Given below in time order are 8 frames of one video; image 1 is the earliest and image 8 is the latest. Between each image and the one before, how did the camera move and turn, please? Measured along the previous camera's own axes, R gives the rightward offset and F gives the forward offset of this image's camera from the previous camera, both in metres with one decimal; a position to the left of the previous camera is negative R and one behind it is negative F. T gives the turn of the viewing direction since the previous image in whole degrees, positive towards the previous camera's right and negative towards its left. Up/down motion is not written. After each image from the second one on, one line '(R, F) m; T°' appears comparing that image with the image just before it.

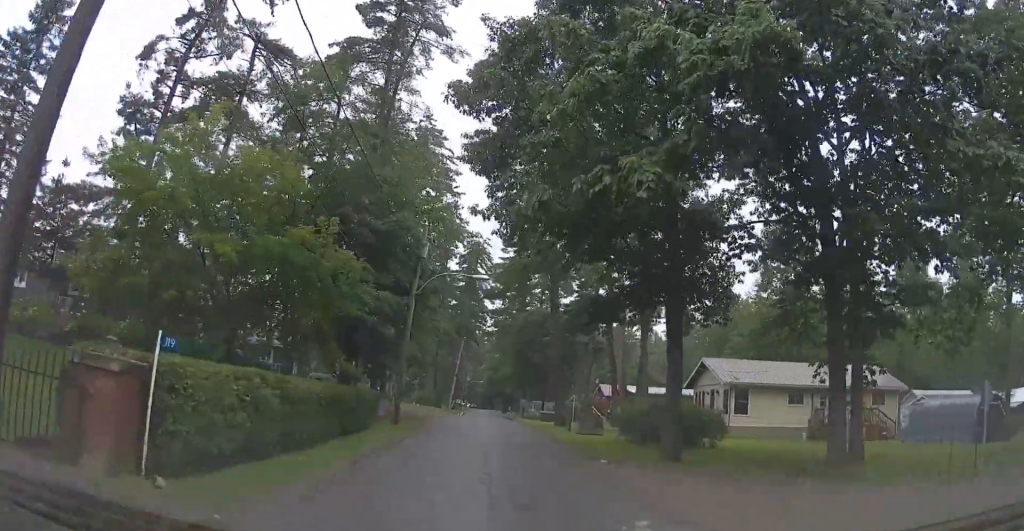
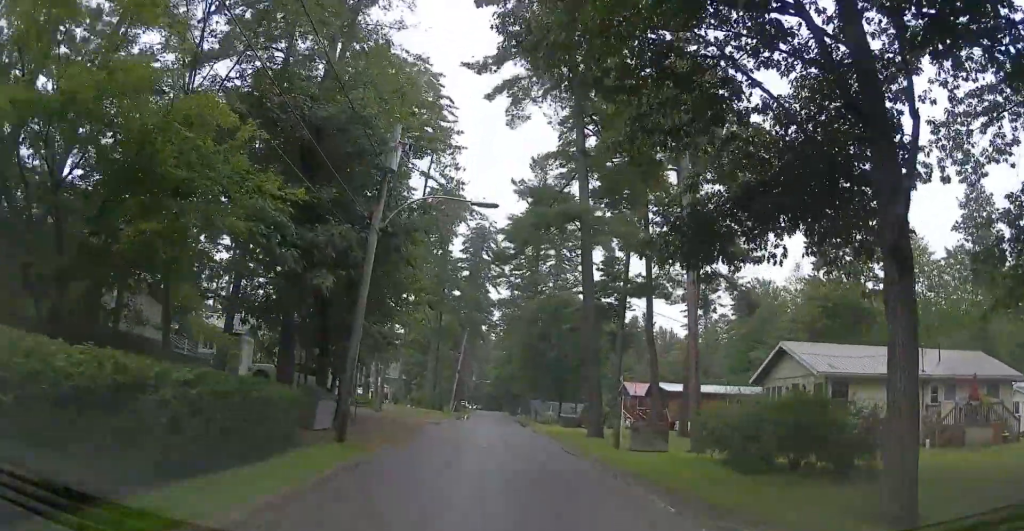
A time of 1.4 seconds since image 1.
(0.0, +11.4) m; -2°
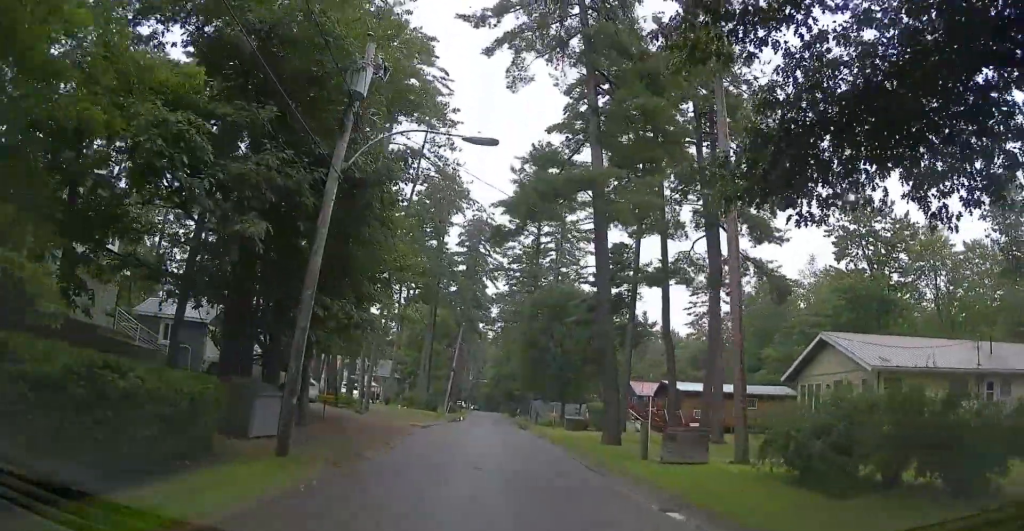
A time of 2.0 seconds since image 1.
(-0.2, +4.7) m; -1°
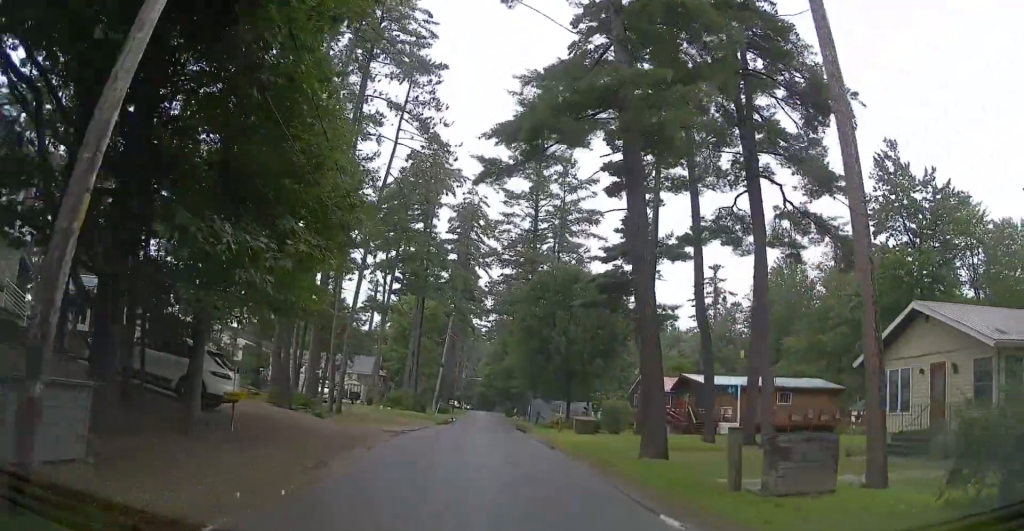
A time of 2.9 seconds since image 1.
(-0.2, +7.7) m; -1°
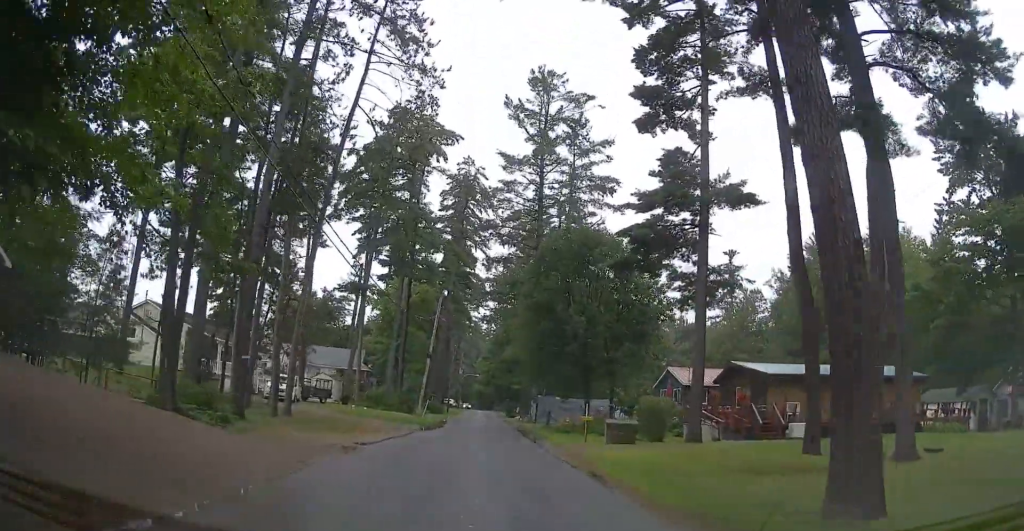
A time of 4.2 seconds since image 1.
(+0.2, +10.5) m; +2°
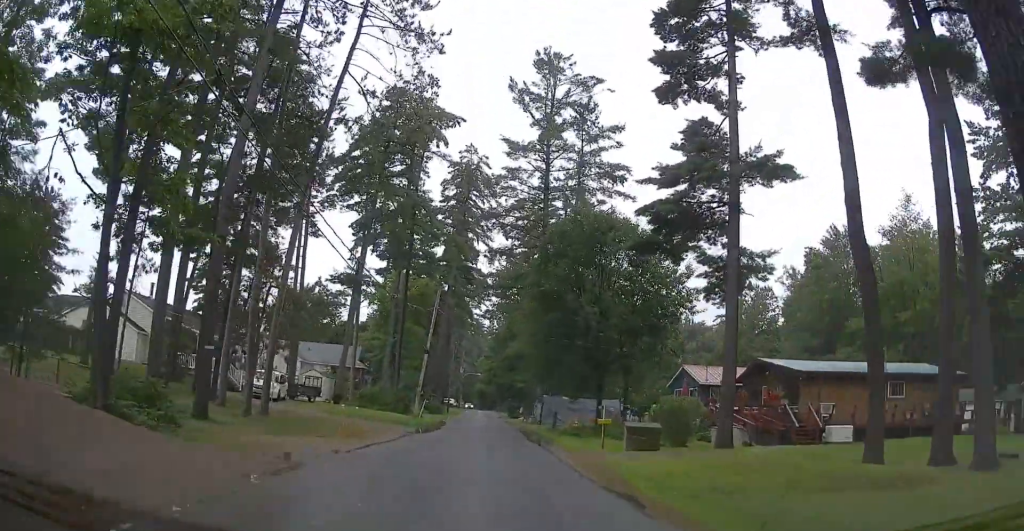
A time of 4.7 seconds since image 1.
(0.0, +3.5) m; 0°
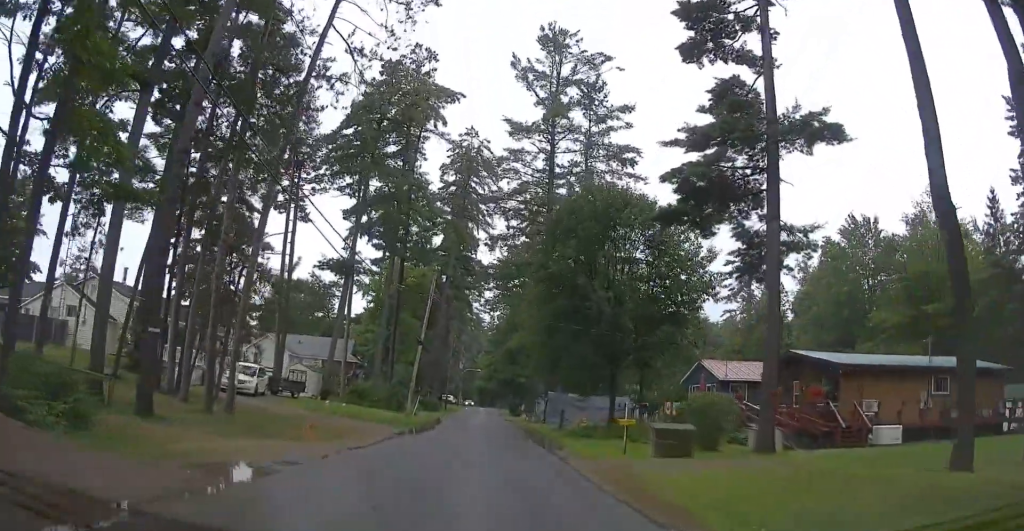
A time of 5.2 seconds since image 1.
(+0.1, +3.7) m; 0°
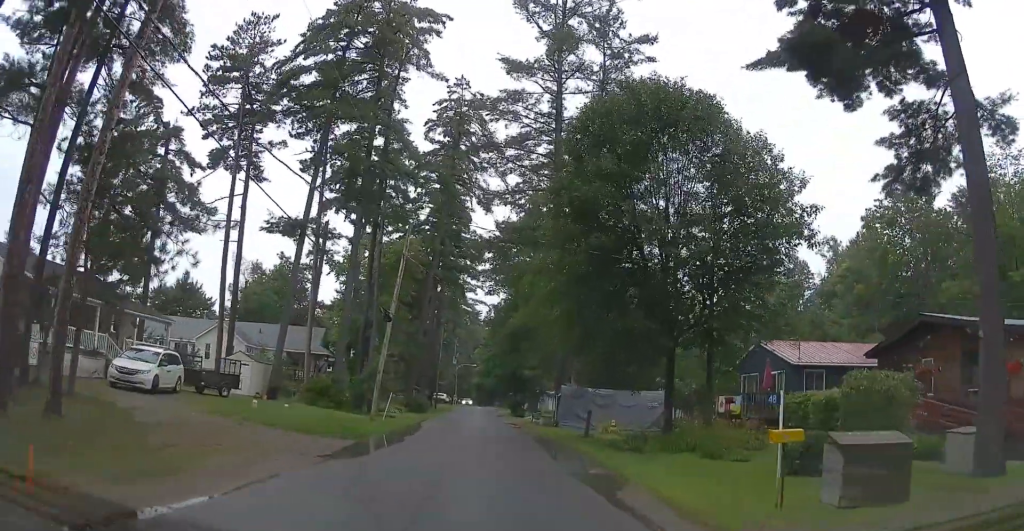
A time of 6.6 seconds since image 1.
(-0.1, +10.6) m; -1°
